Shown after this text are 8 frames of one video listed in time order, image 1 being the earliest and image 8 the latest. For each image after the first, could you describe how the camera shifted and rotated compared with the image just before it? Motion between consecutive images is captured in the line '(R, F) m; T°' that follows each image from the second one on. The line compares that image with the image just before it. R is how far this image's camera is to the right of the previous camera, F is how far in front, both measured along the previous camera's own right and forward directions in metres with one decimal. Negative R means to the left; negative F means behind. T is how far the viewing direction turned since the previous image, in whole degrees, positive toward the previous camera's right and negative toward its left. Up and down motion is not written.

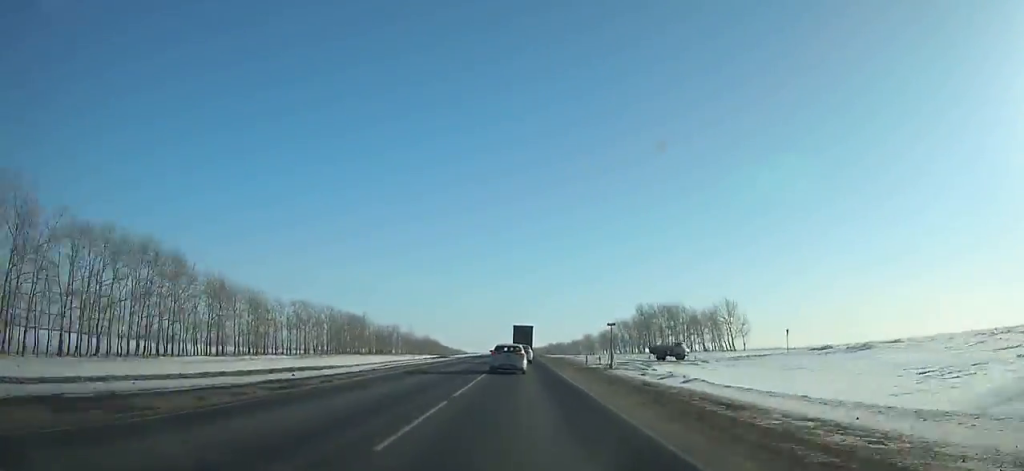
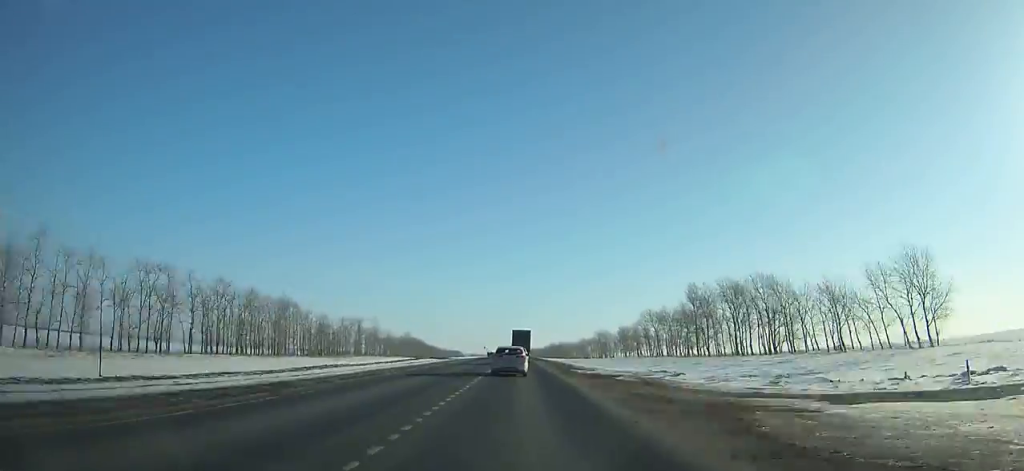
(+0.2, +60.6) m; 0°
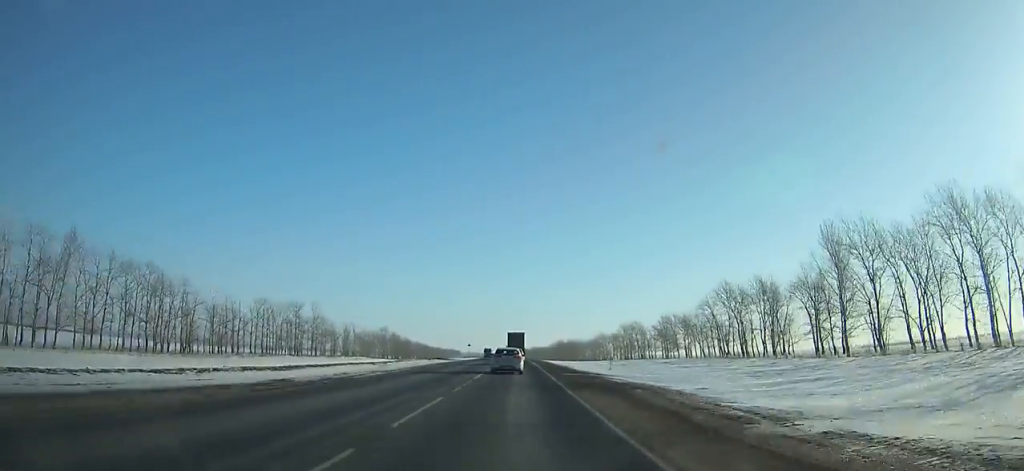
(0.0, +61.8) m; -1°
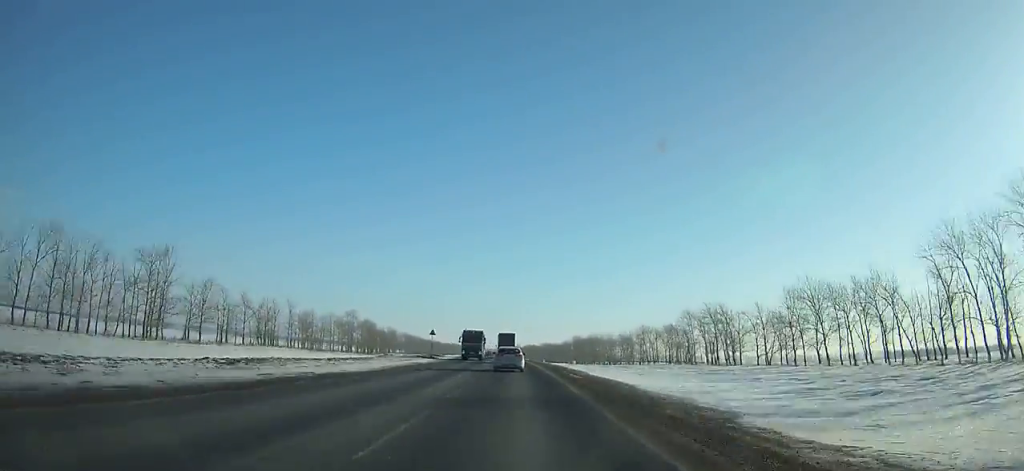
(-0.8, +66.1) m; -1°
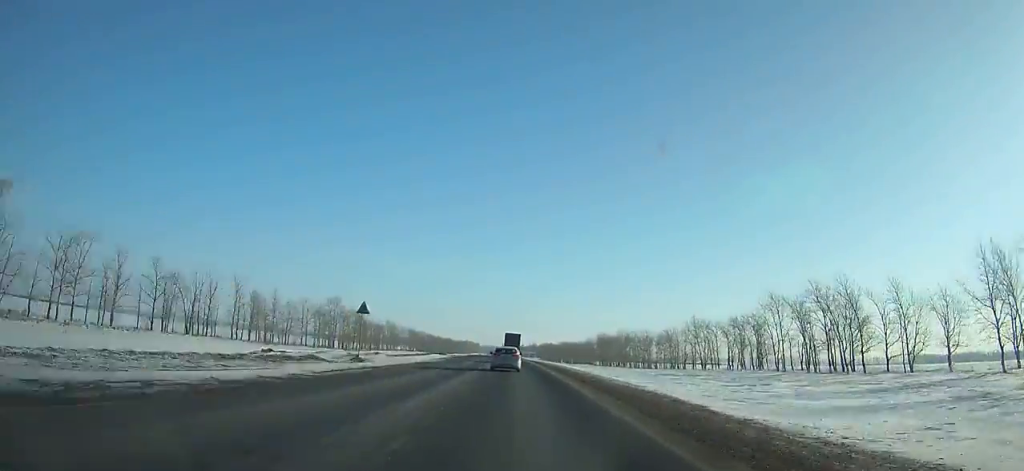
(-0.2, +36.4) m; -1°
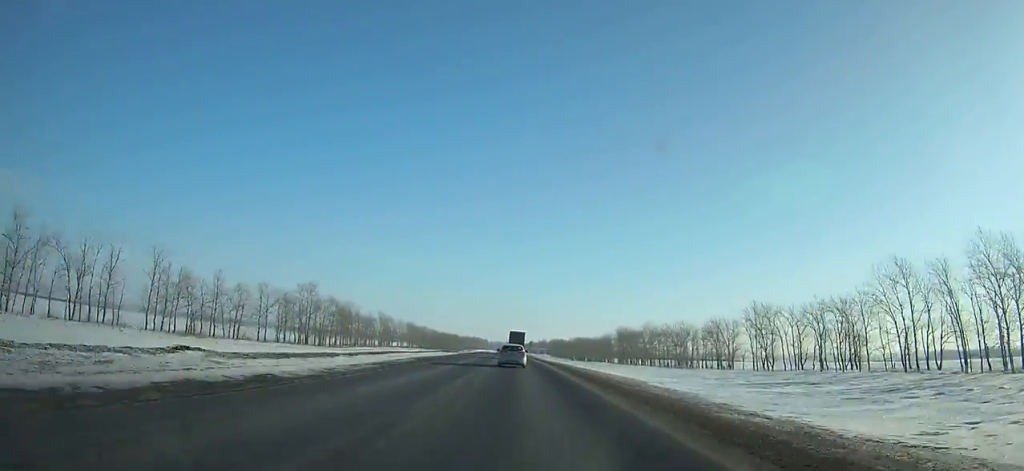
(-0.3, +30.7) m; -1°
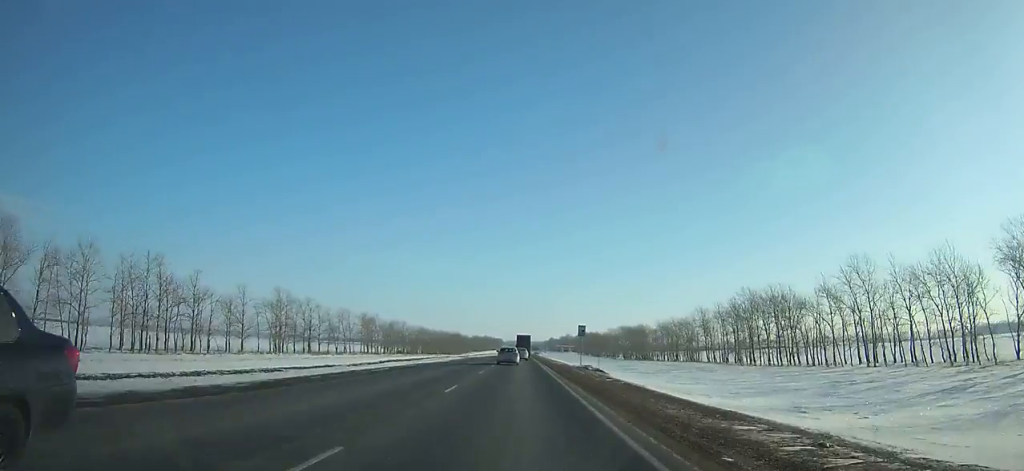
(-1.3, +113.3) m; -1°
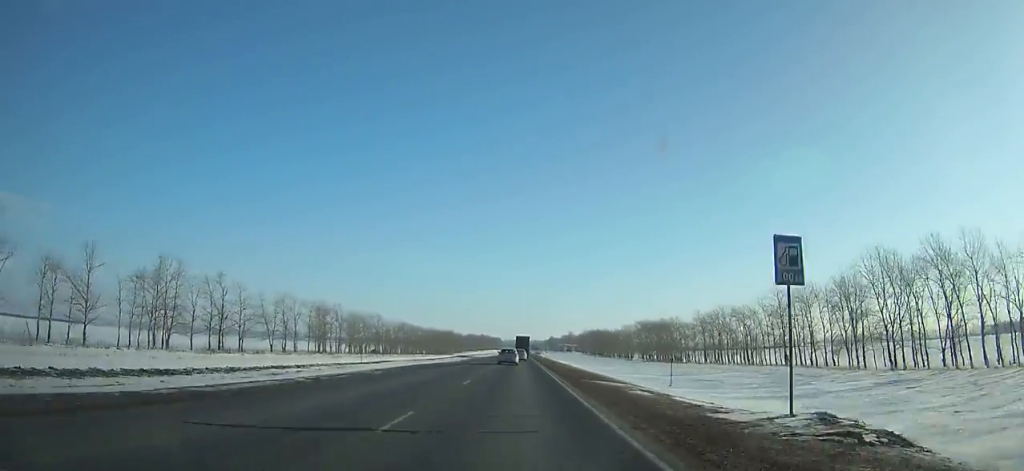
(-0.1, +43.3) m; 0°
